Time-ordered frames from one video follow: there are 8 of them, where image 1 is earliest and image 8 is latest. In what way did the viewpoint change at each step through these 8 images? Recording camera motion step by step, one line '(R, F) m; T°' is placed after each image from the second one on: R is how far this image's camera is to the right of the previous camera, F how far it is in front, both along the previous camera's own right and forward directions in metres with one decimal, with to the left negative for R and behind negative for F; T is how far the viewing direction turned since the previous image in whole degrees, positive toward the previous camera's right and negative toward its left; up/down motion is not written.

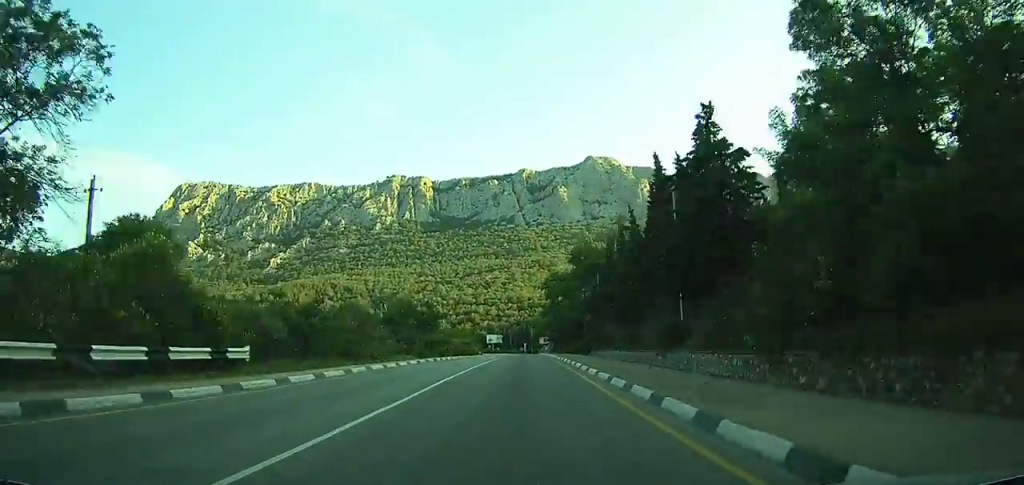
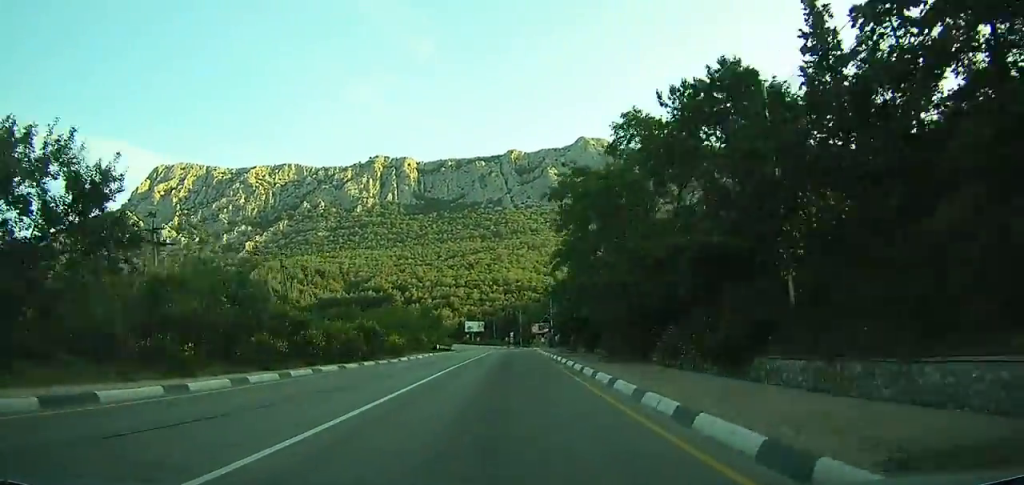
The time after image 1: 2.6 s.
(-0.2, +41.6) m; 0°
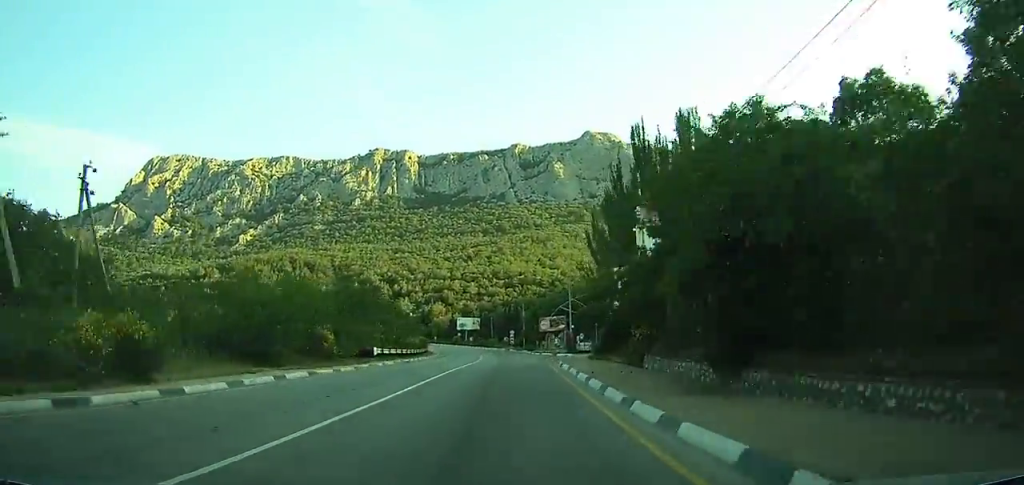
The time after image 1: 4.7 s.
(+0.4, +32.1) m; 0°
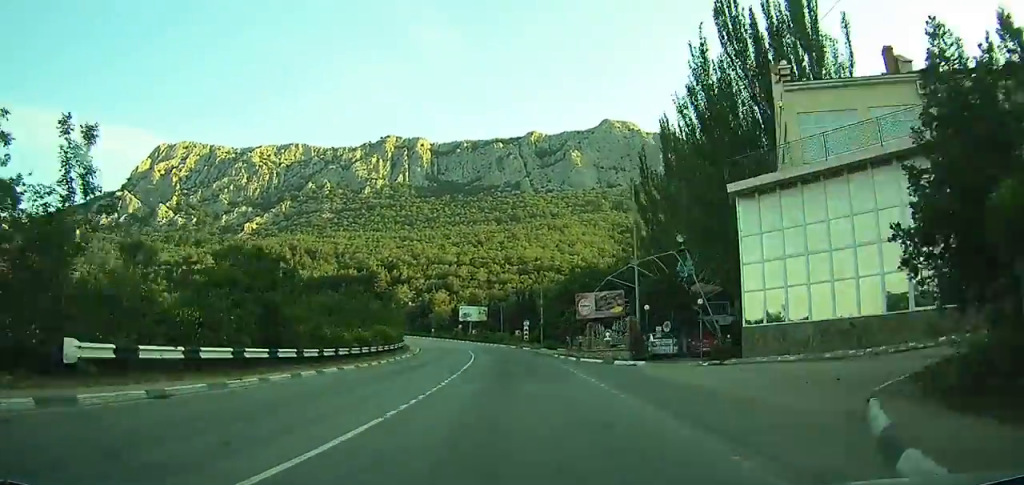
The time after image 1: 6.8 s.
(-0.4, +29.5) m; -2°
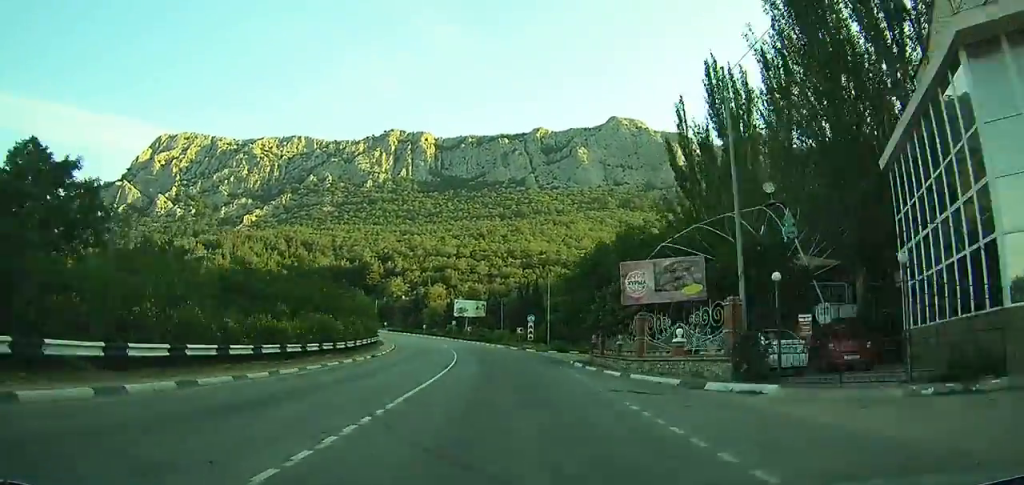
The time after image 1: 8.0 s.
(+0.1, +16.6) m; -1°
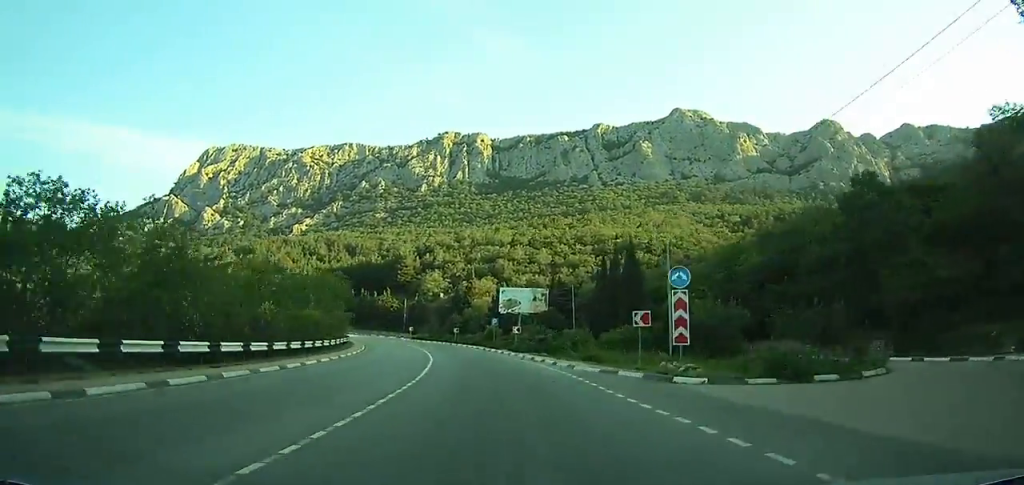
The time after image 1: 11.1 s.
(-1.8, +40.6) m; -9°
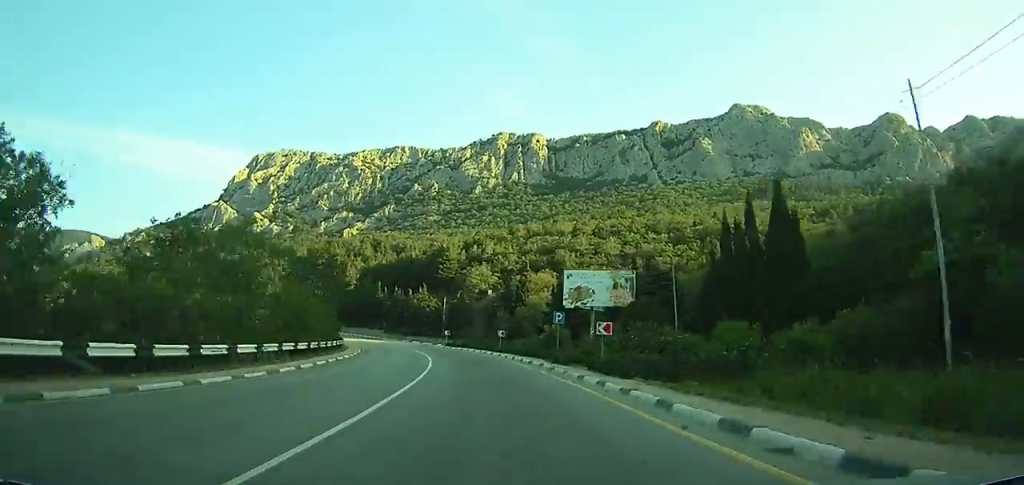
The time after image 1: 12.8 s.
(-2.0, +22.6) m; -6°
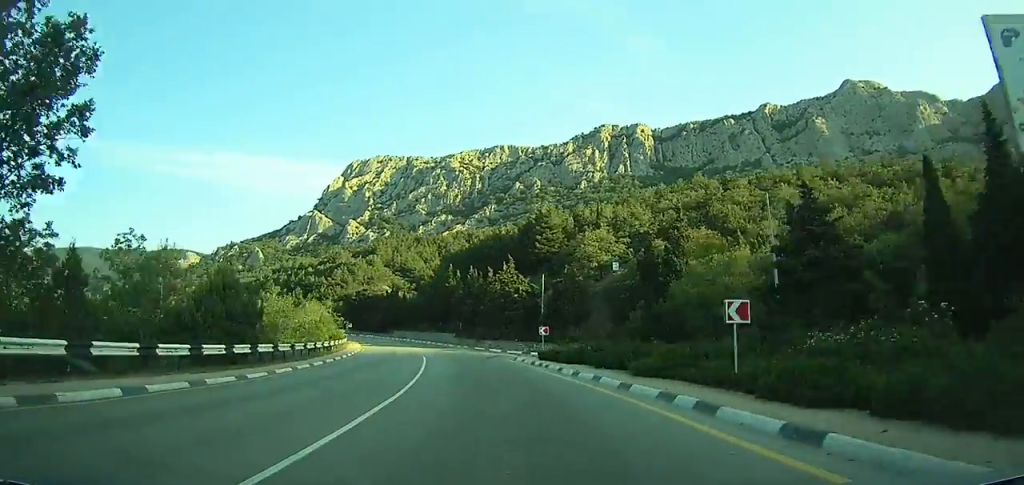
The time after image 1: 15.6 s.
(-3.5, +40.3) m; -10°
